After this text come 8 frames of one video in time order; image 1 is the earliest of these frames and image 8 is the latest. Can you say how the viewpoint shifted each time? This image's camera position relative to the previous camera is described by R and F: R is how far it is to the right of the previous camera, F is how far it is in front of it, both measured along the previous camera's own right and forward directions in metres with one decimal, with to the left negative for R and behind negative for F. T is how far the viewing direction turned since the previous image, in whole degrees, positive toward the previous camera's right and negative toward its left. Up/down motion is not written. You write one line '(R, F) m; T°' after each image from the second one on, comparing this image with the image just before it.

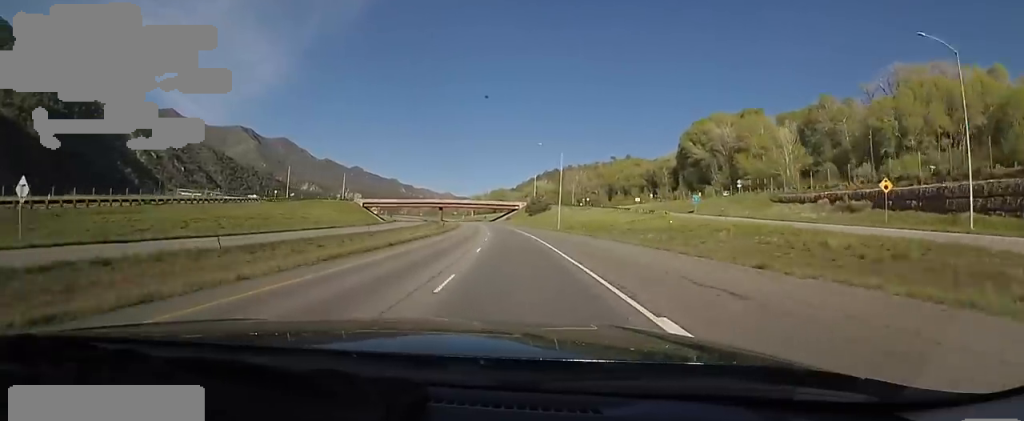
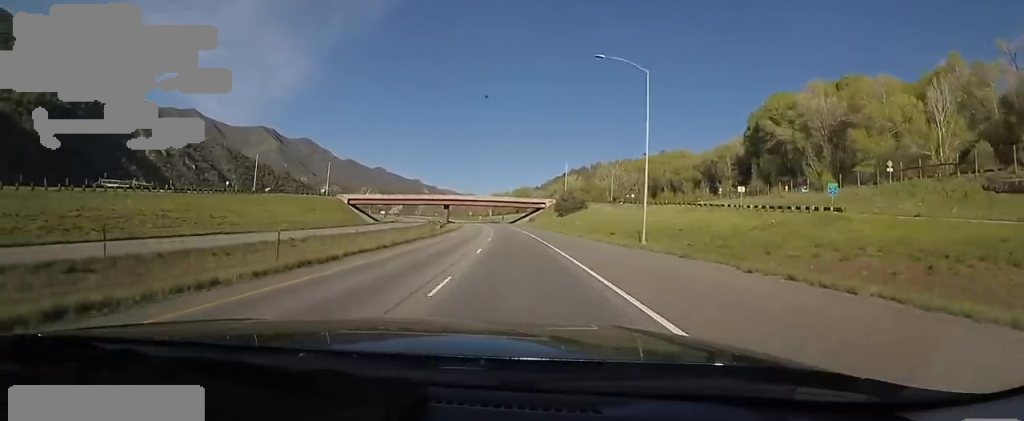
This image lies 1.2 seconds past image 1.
(+0.2, +36.4) m; -2°
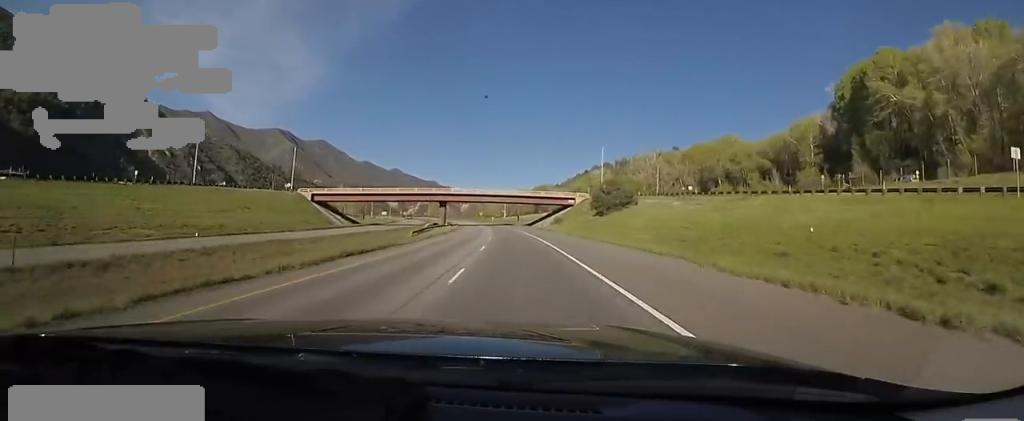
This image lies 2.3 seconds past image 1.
(-1.7, +34.0) m; -4°
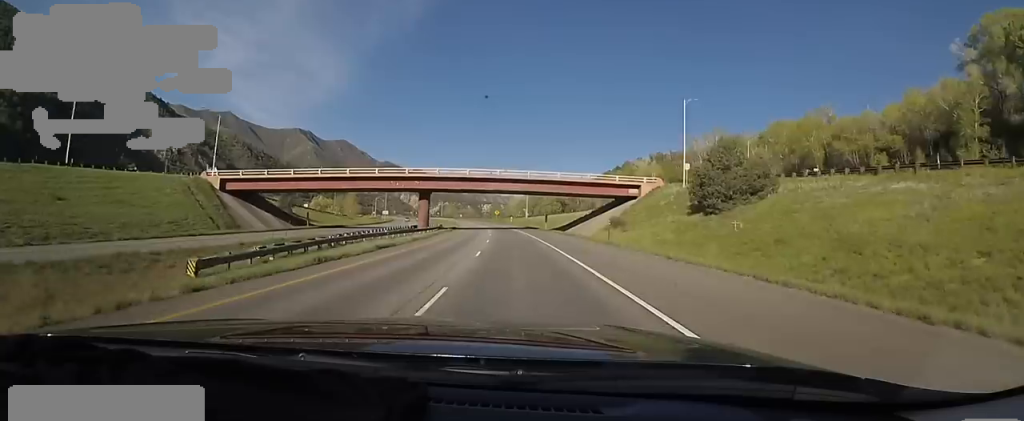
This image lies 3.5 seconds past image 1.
(+0.2, +39.1) m; -1°
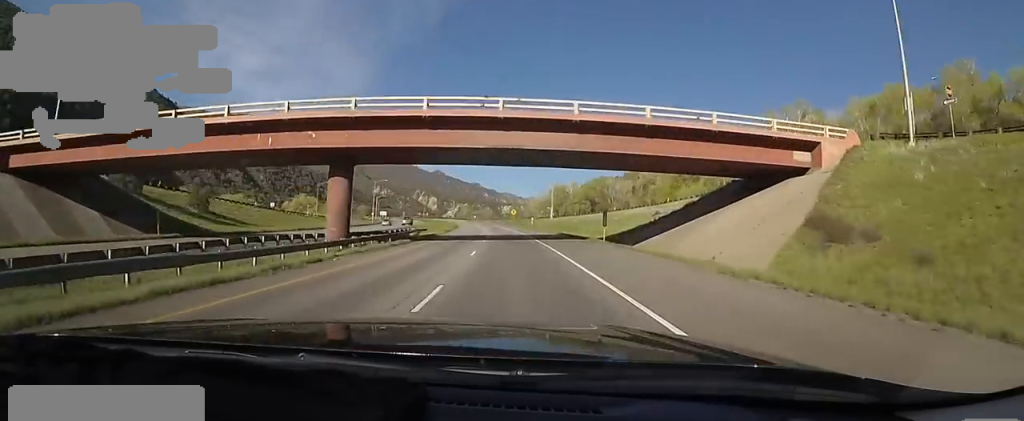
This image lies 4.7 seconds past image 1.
(-1.5, +35.0) m; -3°
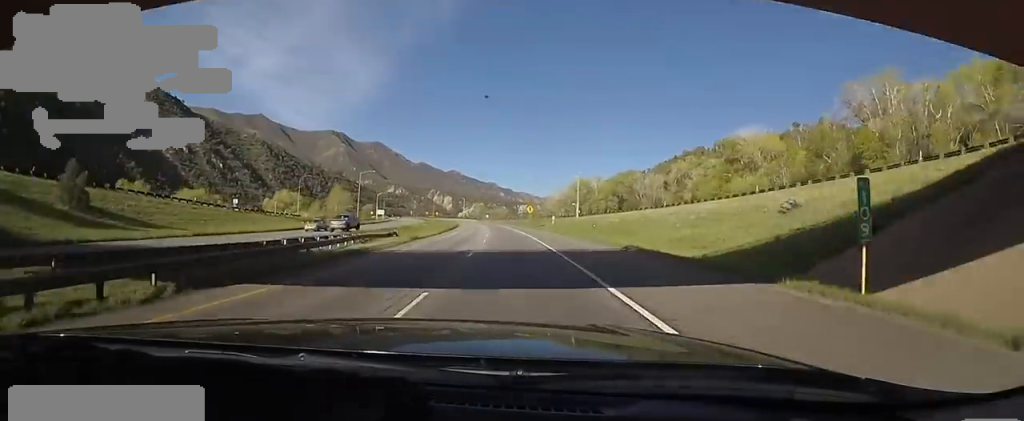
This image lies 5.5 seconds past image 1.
(+0.1, +24.8) m; -3°
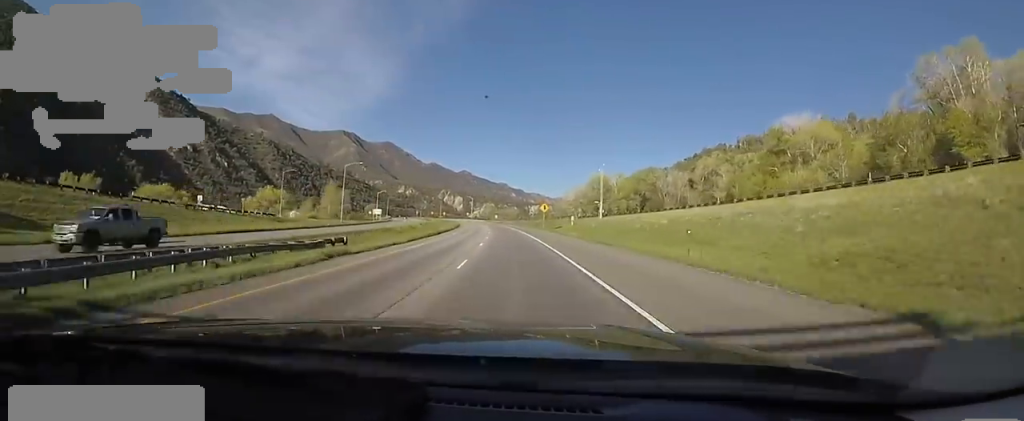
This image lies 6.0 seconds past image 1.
(-0.7, +16.5) m; -1°
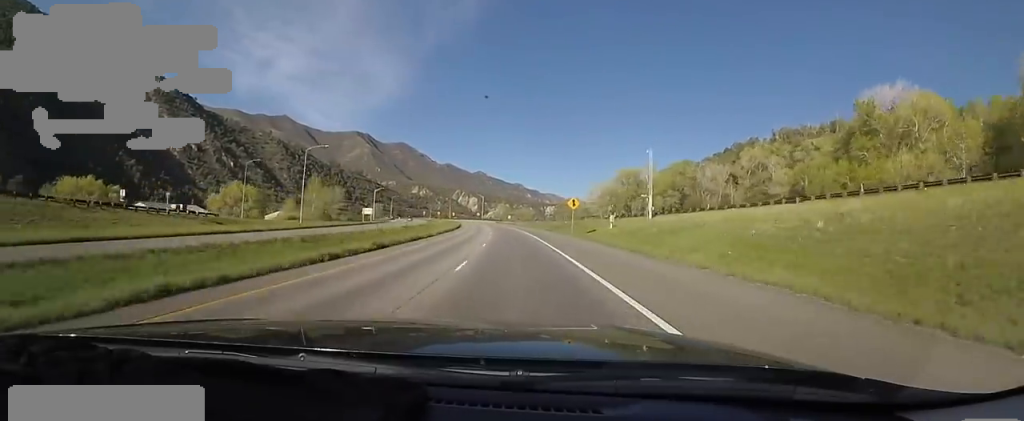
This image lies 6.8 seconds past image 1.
(-0.8, +23.9) m; -1°
